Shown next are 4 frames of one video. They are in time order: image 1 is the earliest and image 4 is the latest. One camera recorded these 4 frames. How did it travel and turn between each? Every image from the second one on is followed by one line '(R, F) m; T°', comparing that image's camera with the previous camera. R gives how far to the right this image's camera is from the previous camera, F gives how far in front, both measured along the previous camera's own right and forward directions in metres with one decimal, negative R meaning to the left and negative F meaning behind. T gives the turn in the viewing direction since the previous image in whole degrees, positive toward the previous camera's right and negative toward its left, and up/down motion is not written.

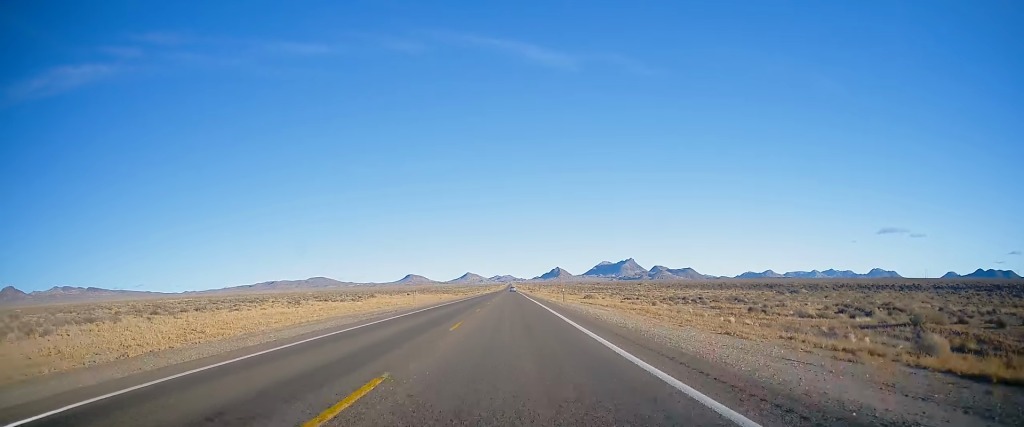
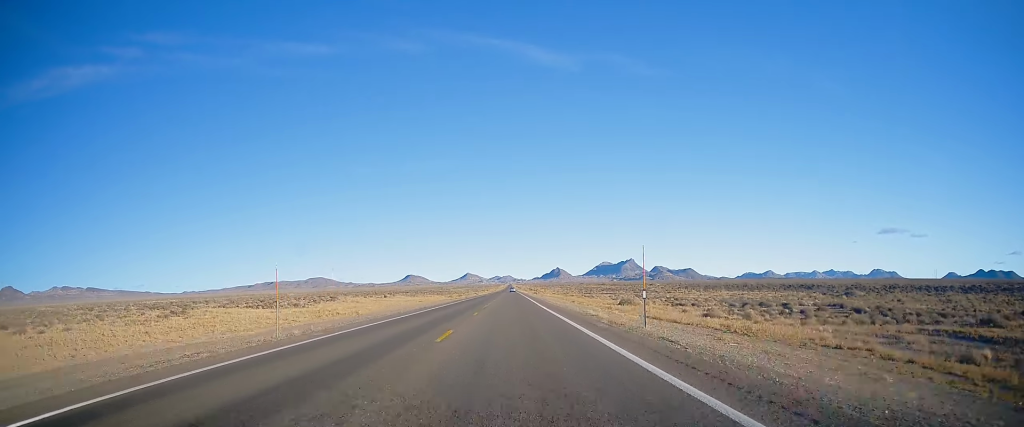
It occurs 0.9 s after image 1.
(+0.1, +27.7) m; 0°
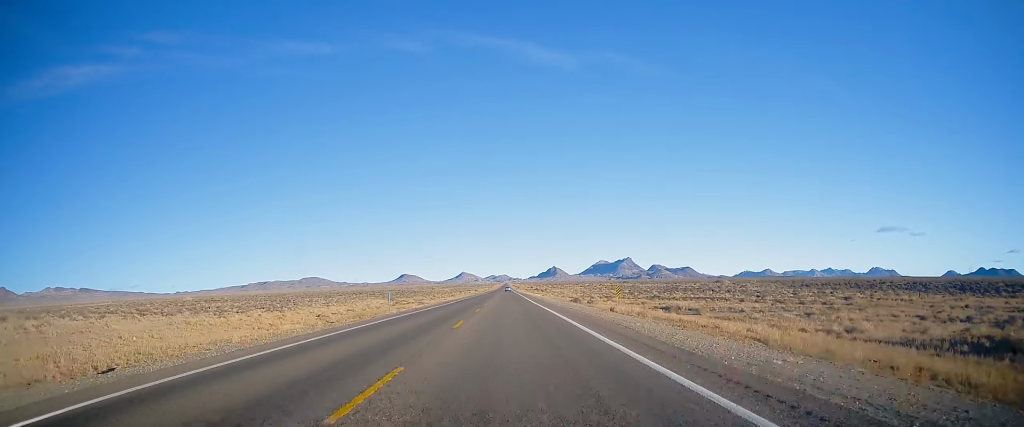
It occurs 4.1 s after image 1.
(-1.2, +105.3) m; -1°
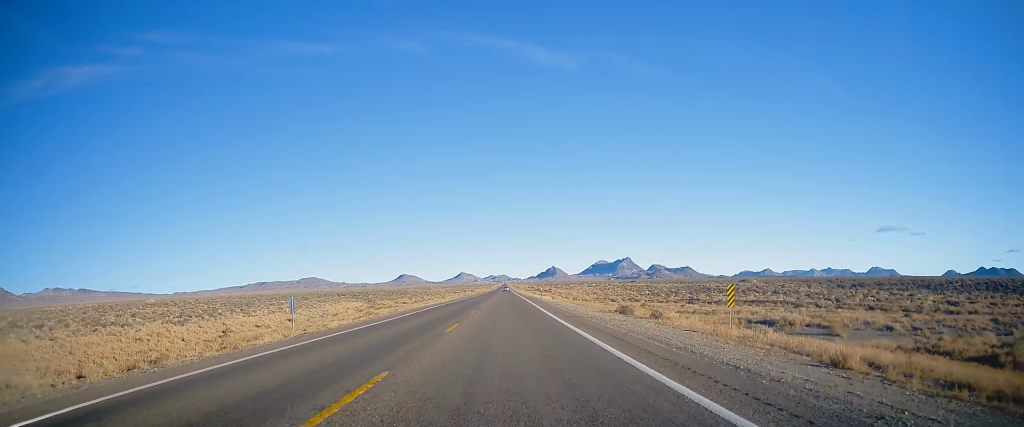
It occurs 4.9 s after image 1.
(+0.2, +24.8) m; 0°
